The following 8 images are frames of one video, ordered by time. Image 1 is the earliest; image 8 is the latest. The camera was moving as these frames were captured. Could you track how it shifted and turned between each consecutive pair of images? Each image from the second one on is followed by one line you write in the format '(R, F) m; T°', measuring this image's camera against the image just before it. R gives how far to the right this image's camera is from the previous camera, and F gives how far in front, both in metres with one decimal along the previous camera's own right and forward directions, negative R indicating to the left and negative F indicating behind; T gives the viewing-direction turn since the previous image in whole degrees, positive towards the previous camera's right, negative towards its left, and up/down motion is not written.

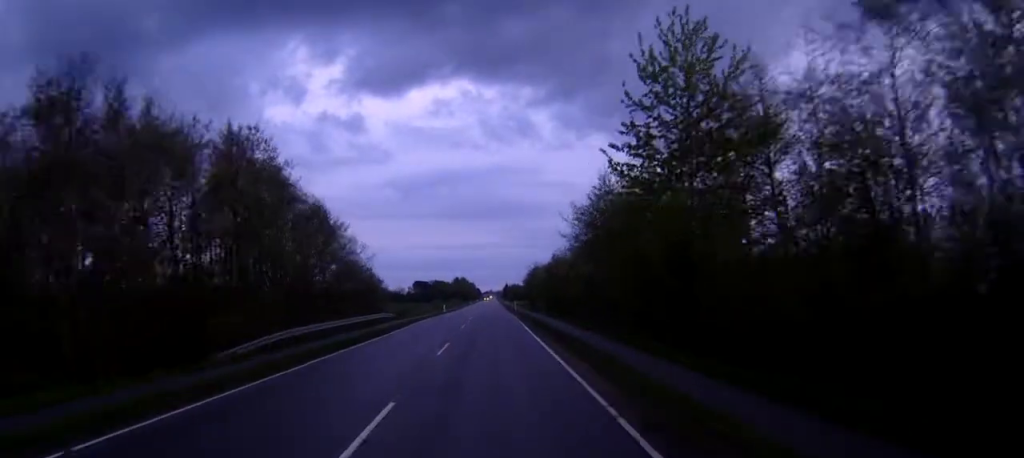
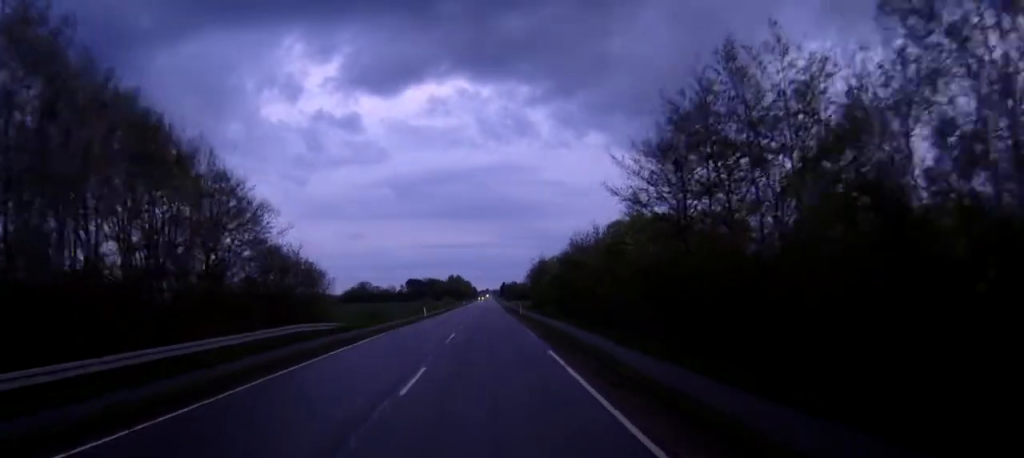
(-0.1, +22.7) m; 0°
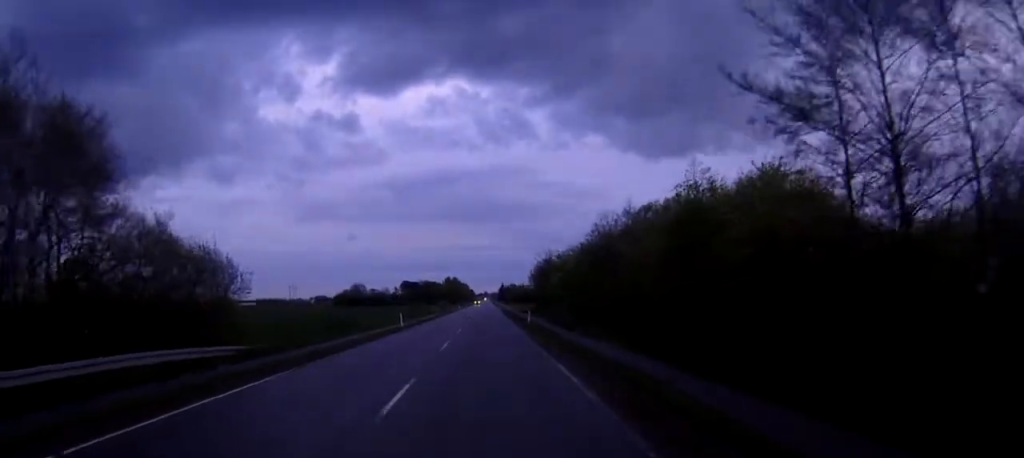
(0.0, +15.9) m; 0°
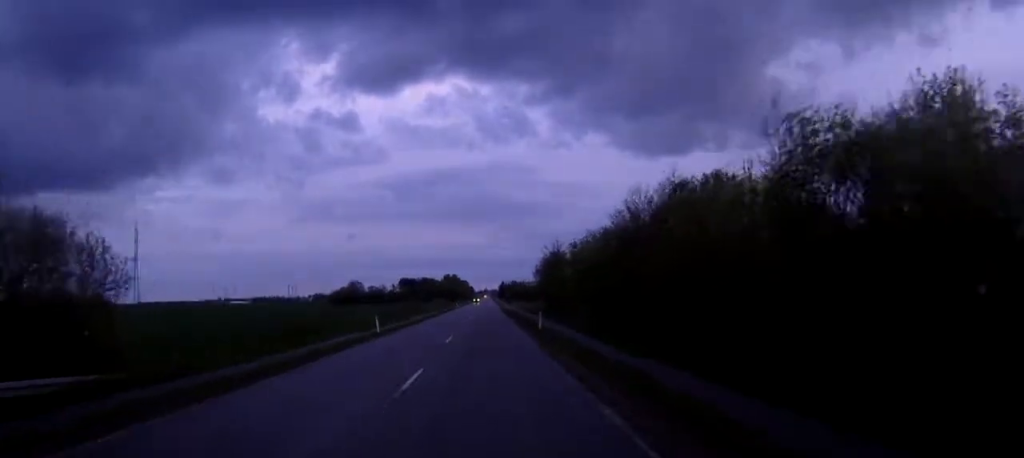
(0.0, +10.3) m; 0°
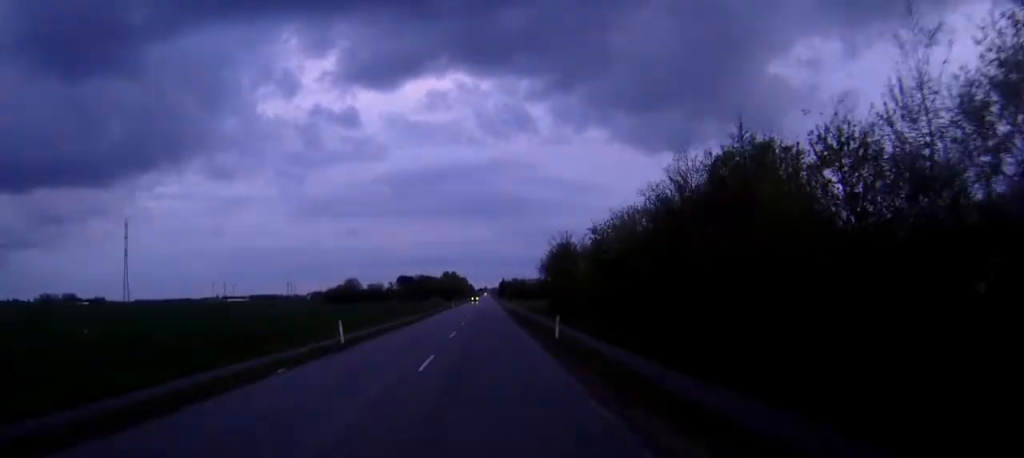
(0.0, +9.1) m; 0°
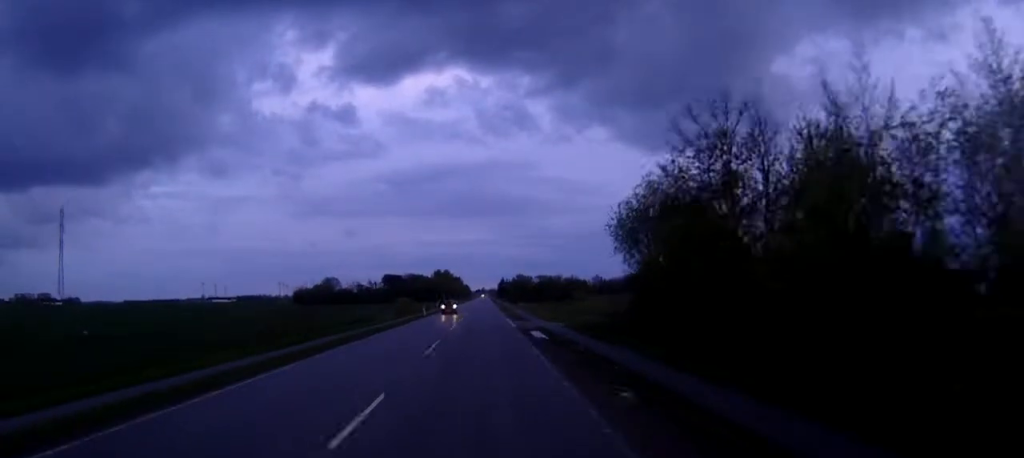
(+0.1, +56.7) m; 0°
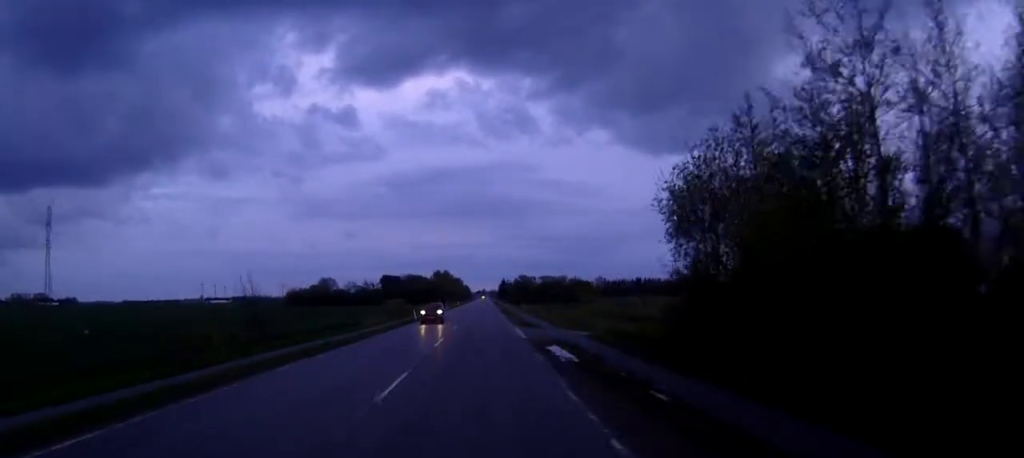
(0.0, +11.6) m; 0°
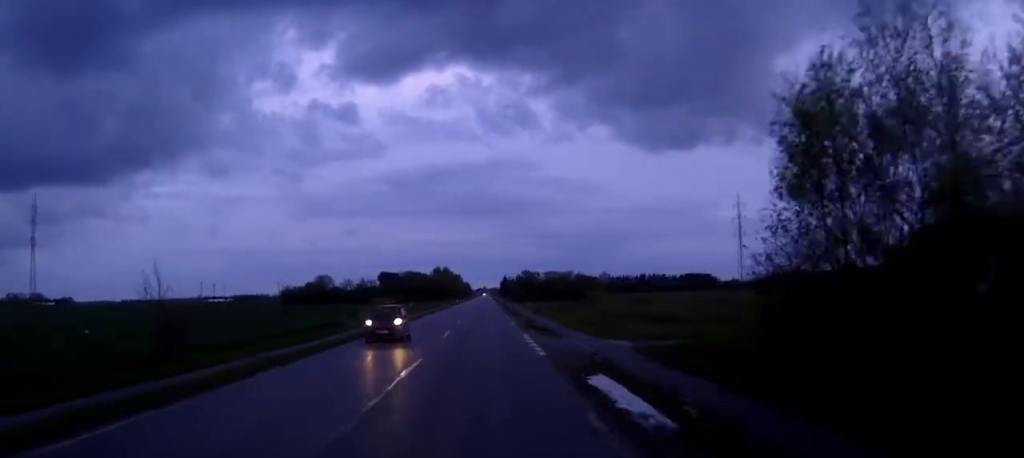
(0.0, +12.3) m; 0°
